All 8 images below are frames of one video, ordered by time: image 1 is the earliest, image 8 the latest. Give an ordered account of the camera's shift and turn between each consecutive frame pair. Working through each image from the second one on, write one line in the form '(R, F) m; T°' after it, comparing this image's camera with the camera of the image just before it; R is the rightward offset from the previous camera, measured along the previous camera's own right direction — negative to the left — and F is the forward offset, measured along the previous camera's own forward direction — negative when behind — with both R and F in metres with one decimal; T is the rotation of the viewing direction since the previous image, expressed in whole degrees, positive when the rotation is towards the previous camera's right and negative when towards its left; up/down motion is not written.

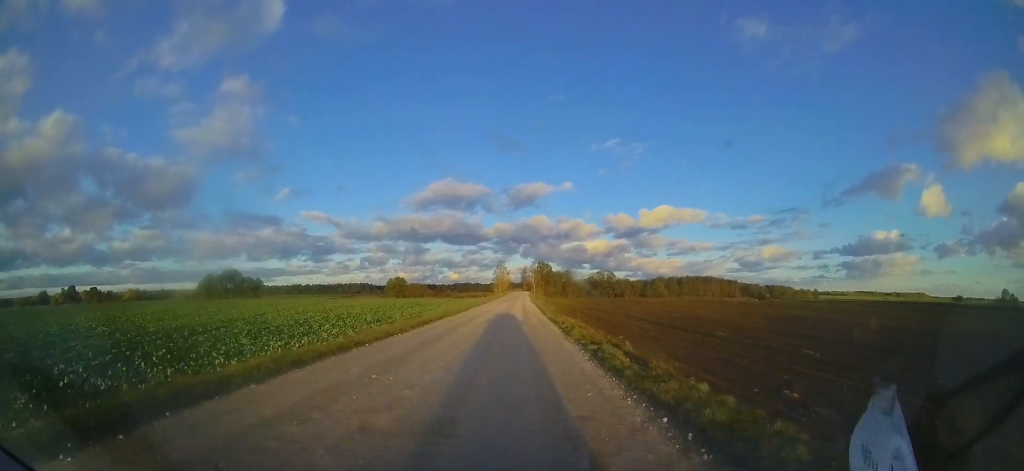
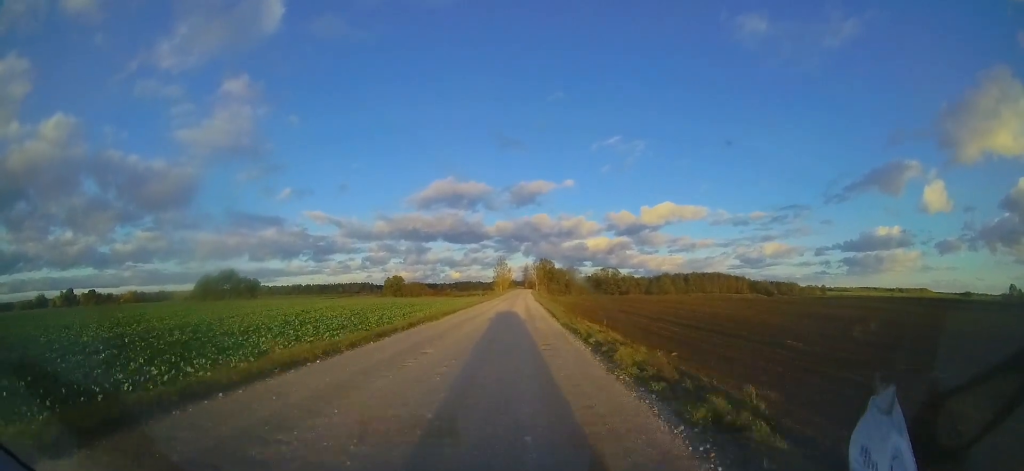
(+0.2, +6.5) m; 0°
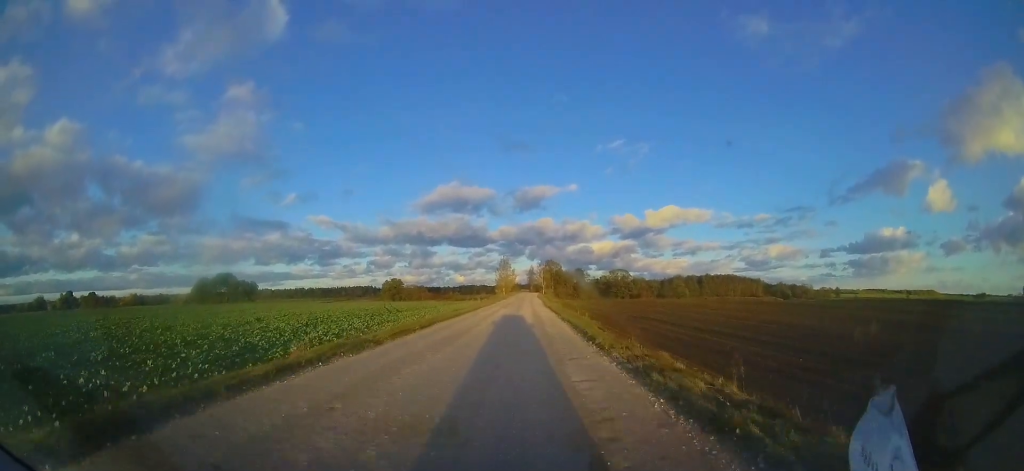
(-0.2, +10.1) m; -1°
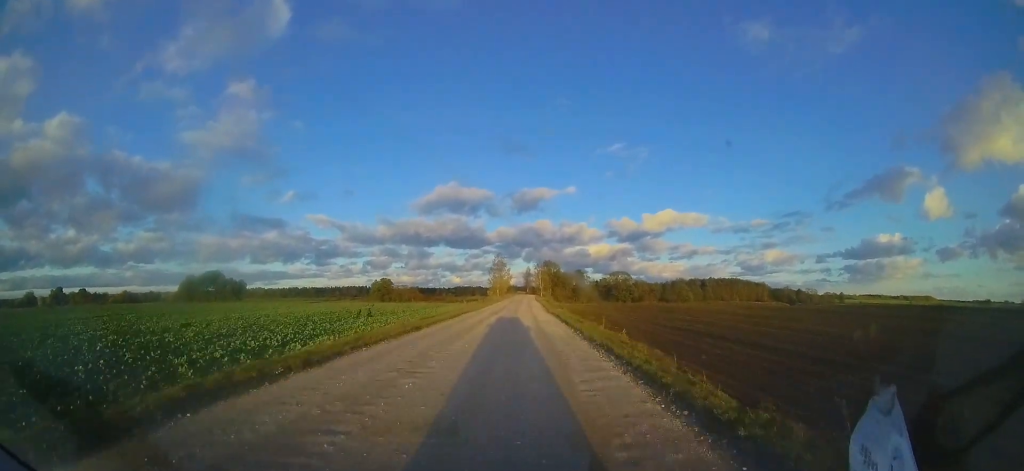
(-0.2, +9.2) m; -1°
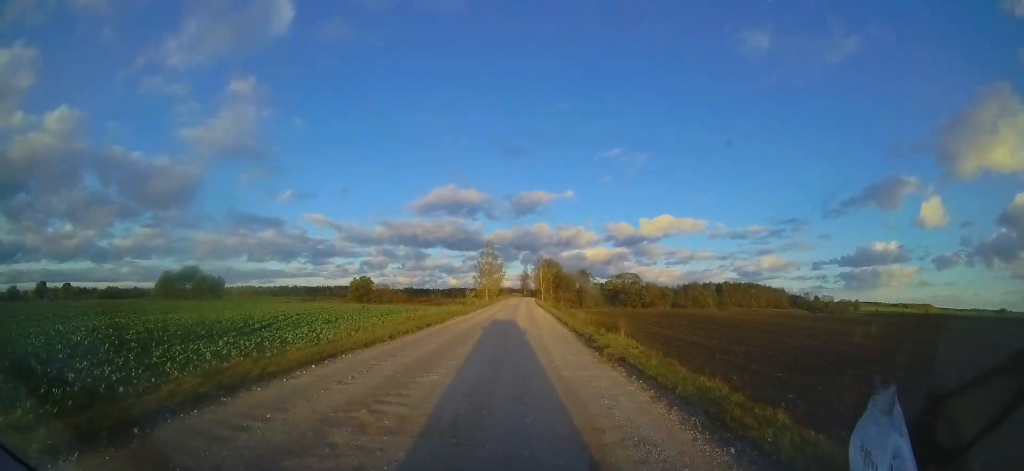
(+0.1, +21.2) m; 0°
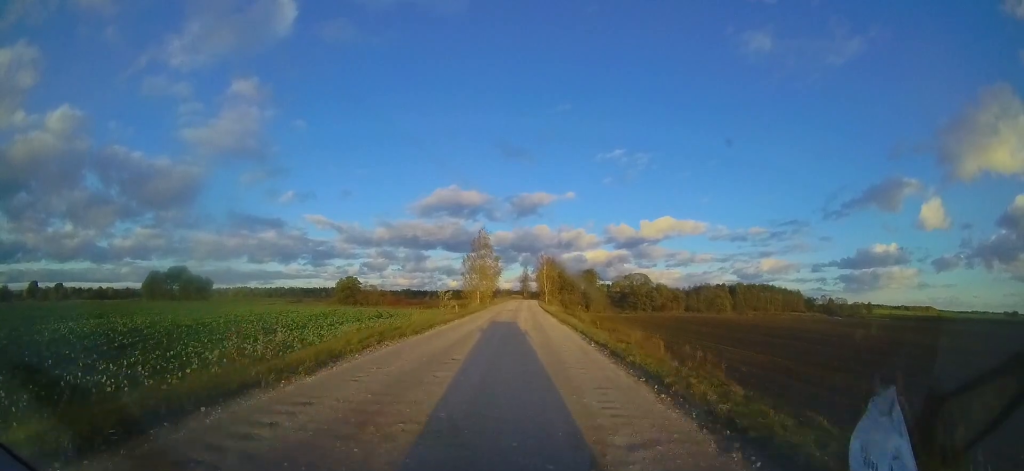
(0.0, +12.9) m; 0°
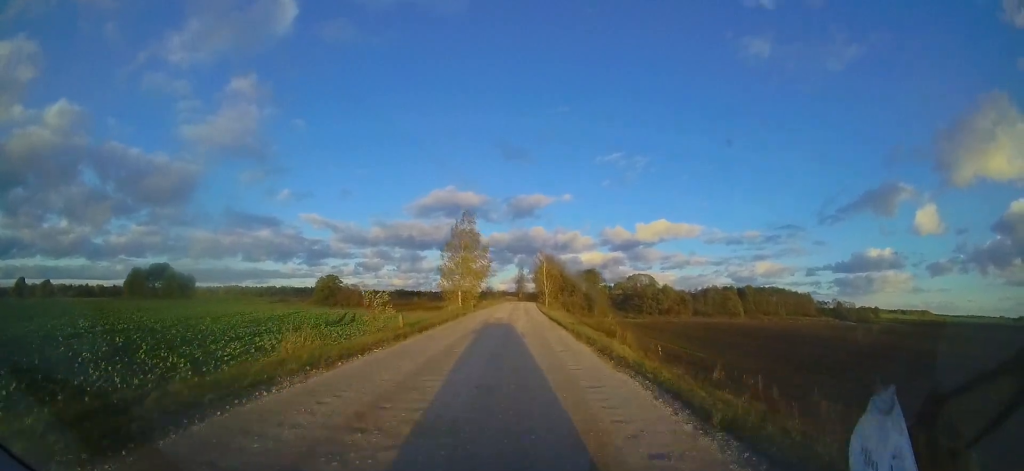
(+0.1, +11.4) m; 0°
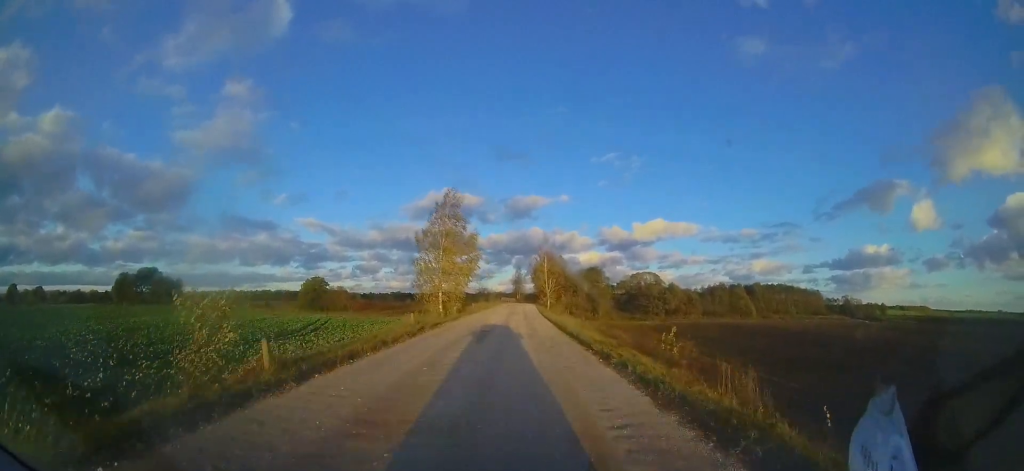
(0.0, +8.1) m; +1°
